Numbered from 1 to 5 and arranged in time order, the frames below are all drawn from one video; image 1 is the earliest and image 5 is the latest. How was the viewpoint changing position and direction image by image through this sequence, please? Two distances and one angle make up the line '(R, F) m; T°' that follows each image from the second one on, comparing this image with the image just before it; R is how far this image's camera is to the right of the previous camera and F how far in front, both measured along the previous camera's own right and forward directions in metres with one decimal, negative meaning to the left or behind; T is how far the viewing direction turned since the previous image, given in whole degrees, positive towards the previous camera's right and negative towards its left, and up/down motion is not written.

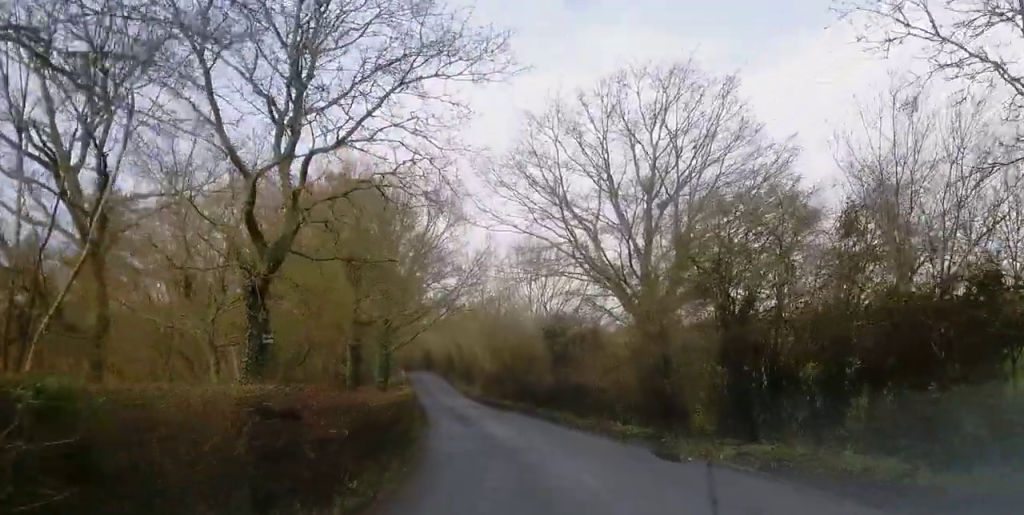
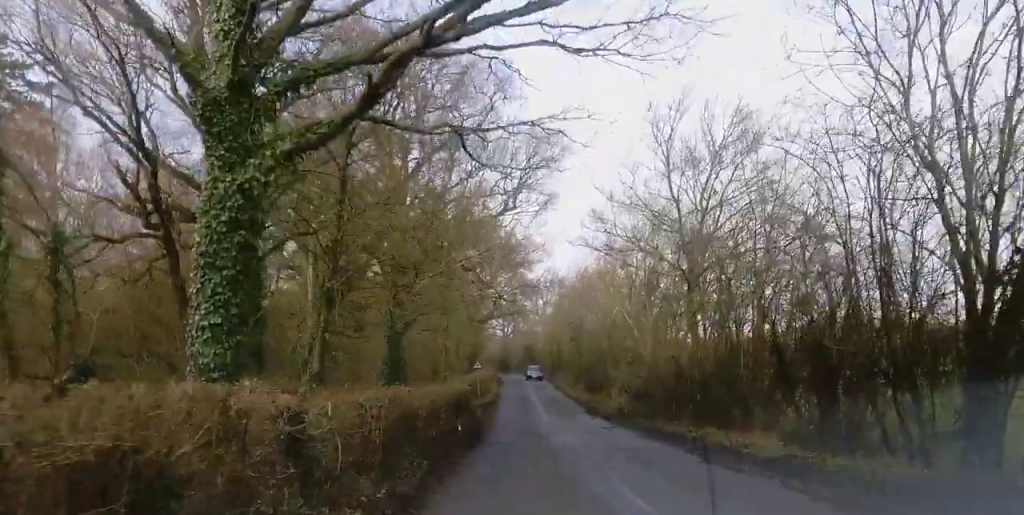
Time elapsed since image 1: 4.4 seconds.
(-2.6, +38.9) m; -7°
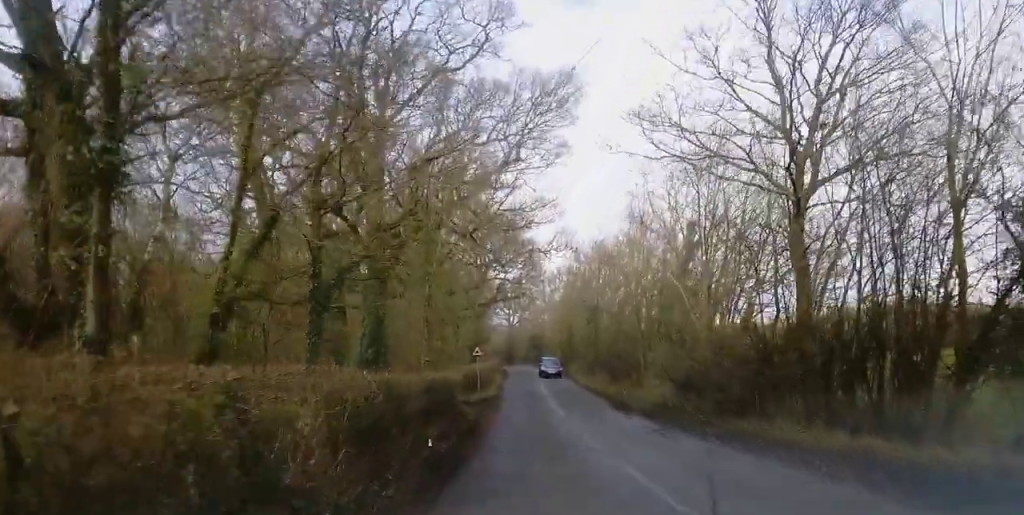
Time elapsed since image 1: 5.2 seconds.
(-0.1, +8.7) m; 0°
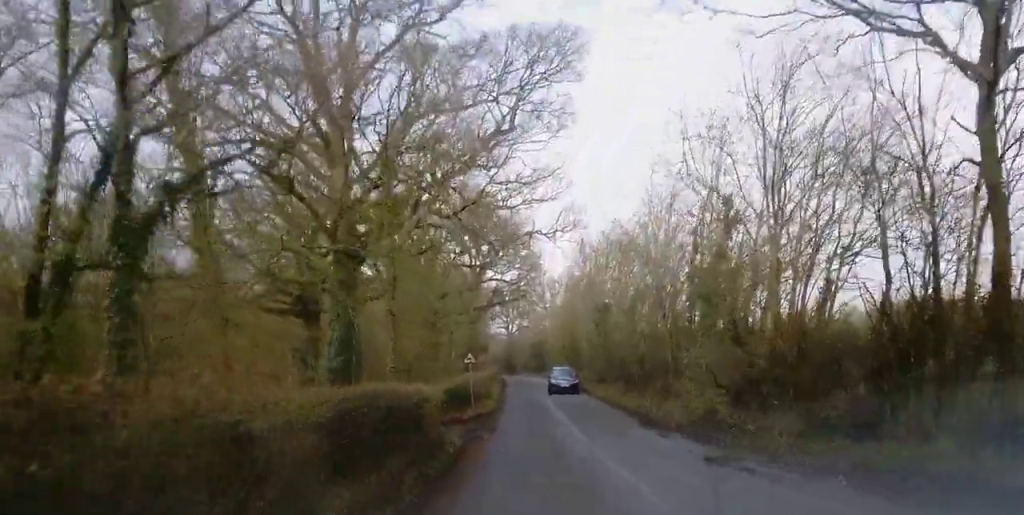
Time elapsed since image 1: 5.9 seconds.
(0.0, +6.1) m; 0°
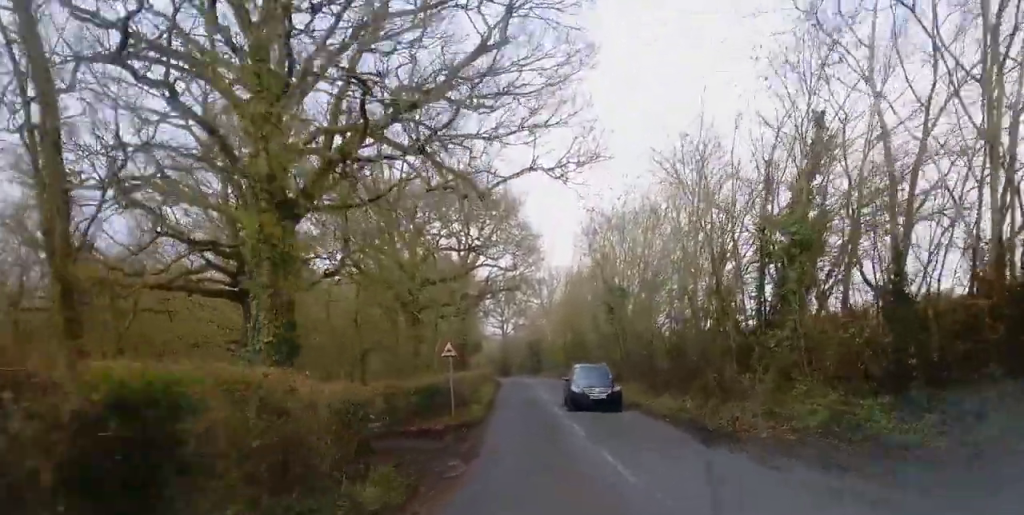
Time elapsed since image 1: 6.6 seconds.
(0.0, +7.9) m; 0°
